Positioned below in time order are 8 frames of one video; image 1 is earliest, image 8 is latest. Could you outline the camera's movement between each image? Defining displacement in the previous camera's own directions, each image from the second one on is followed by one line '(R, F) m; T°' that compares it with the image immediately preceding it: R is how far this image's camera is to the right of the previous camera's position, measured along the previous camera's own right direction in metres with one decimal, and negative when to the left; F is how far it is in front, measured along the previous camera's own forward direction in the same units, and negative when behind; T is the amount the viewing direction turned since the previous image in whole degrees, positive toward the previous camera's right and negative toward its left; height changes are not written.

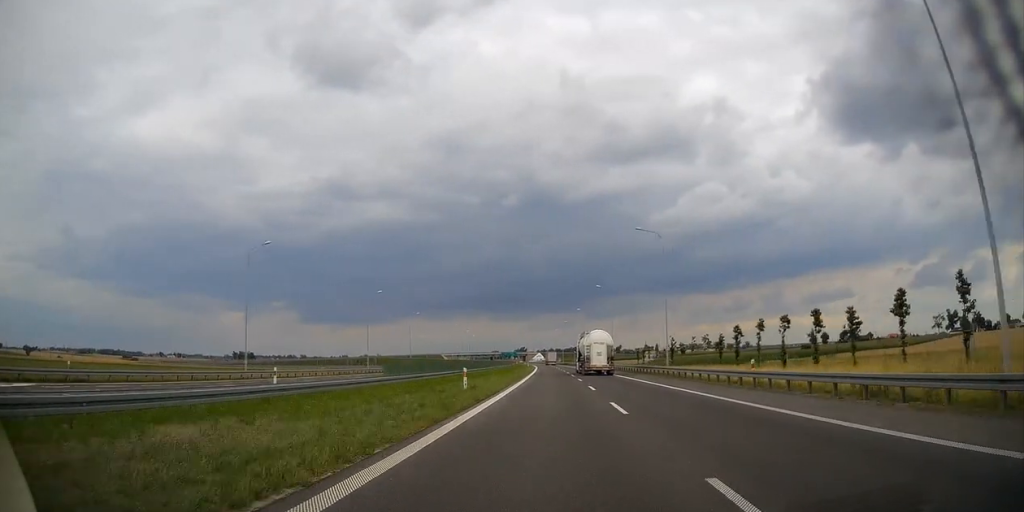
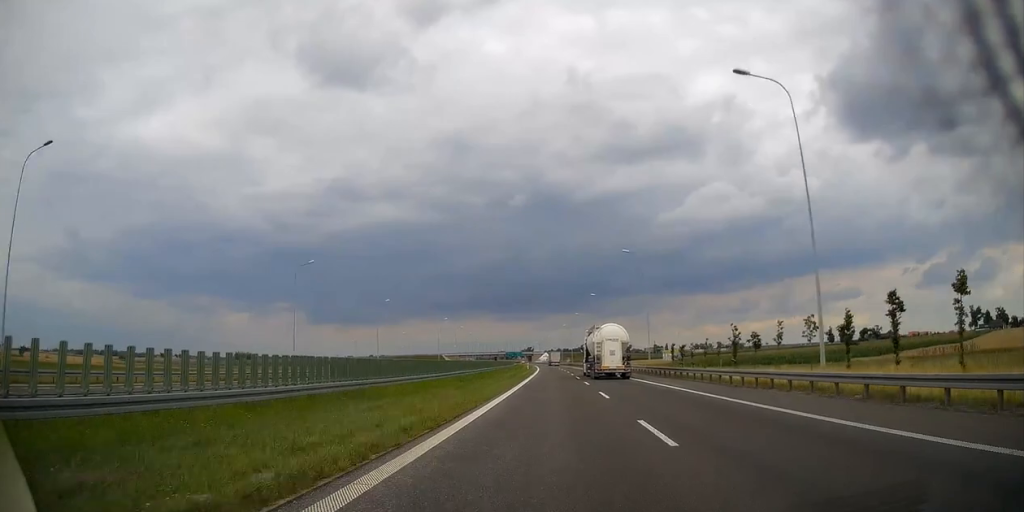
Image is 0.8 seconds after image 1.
(0.0, +29.7) m; -1°
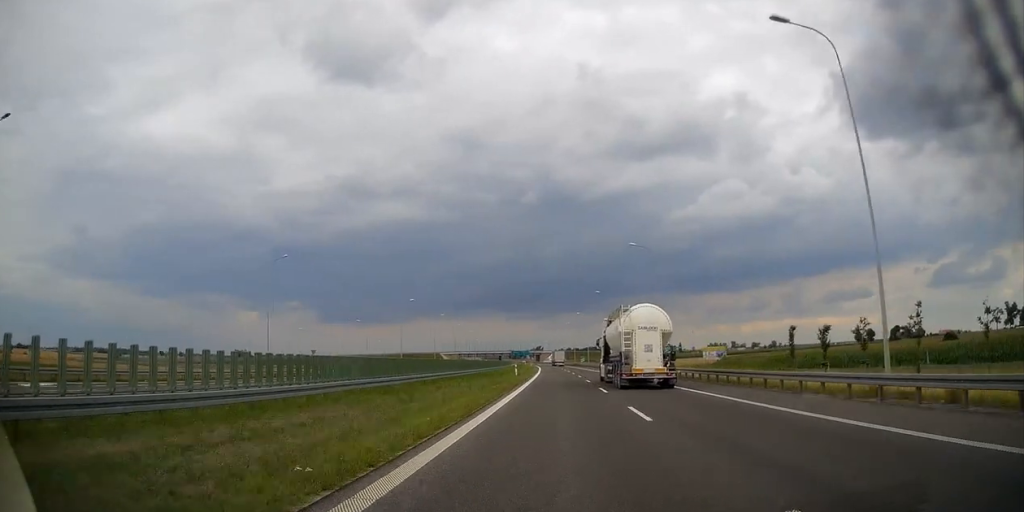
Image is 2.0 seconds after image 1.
(-0.4, +44.5) m; -1°
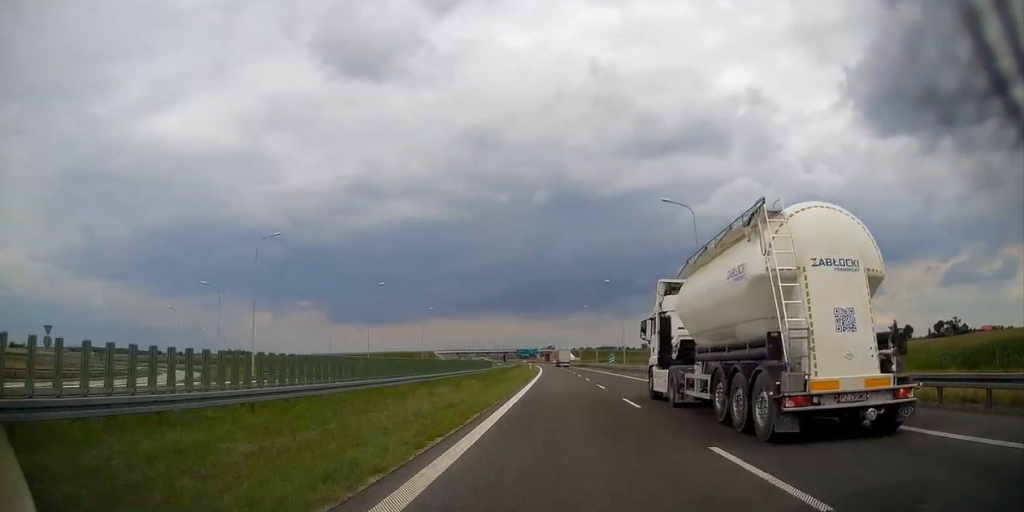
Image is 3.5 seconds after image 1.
(-0.6, +56.7) m; -1°
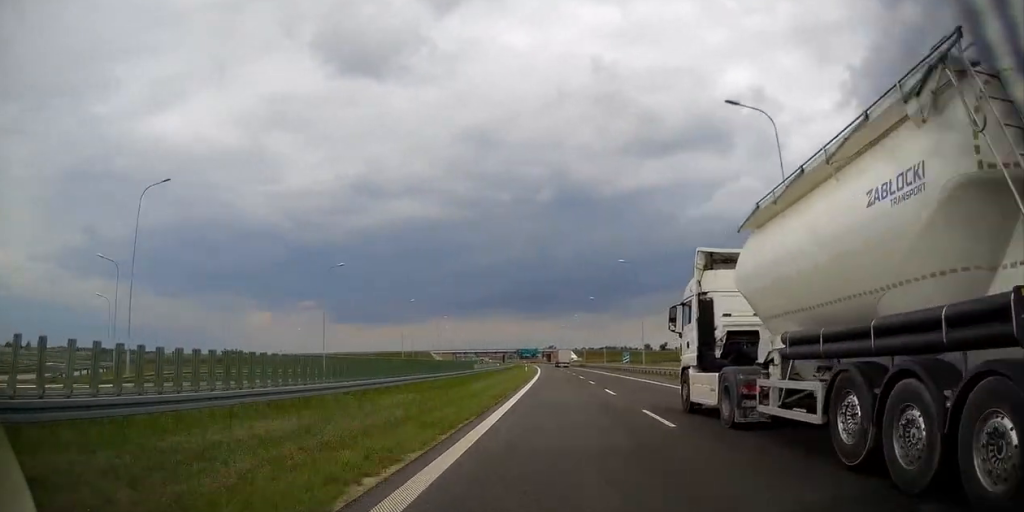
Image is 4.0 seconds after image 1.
(+0.2, +17.2) m; 0°
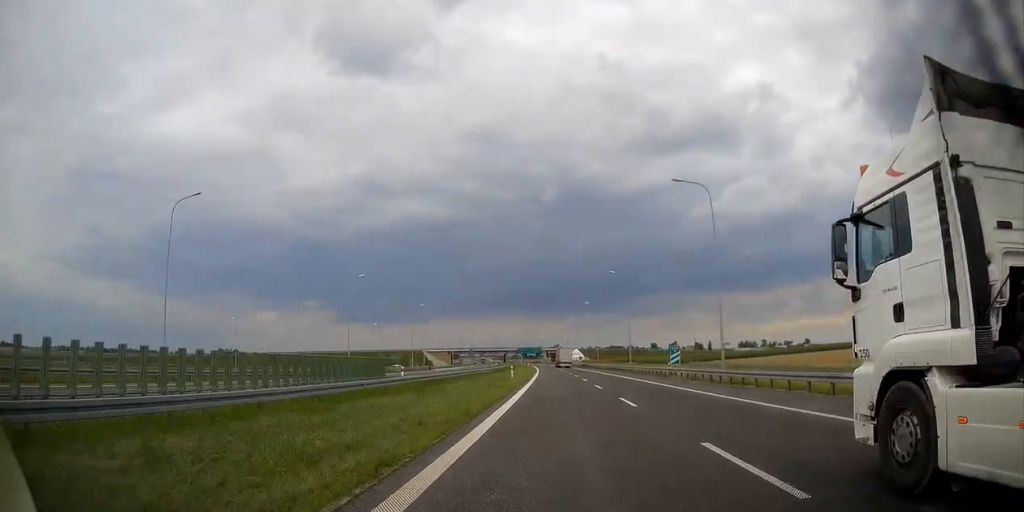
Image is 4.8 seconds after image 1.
(-0.3, +30.7) m; -1°
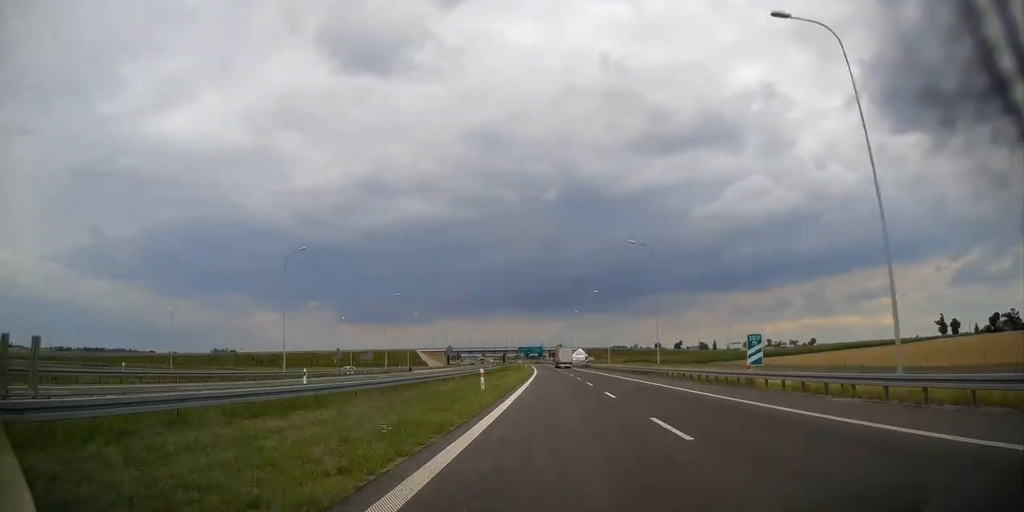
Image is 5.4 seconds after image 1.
(-0.1, +19.6) m; 0°
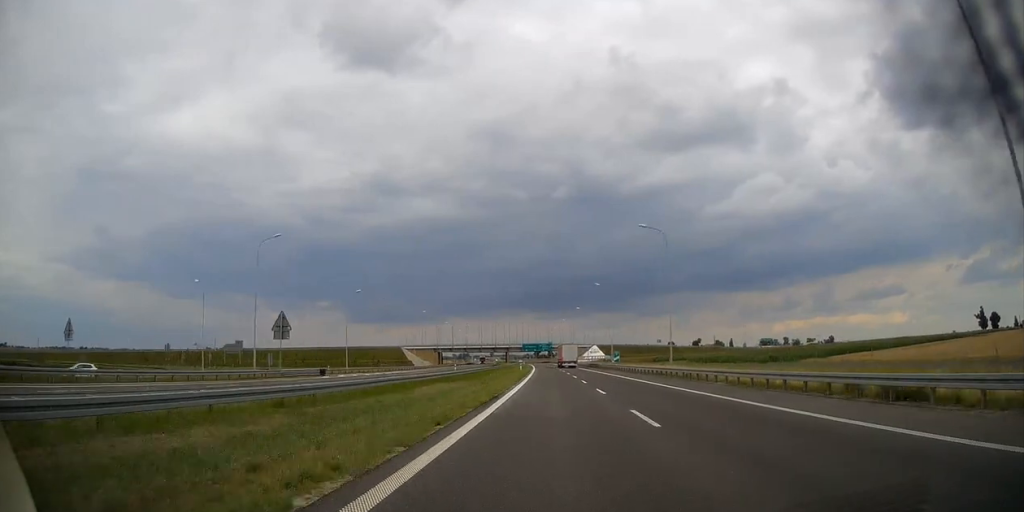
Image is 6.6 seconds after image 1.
(-0.2, +46.6) m; -1°
